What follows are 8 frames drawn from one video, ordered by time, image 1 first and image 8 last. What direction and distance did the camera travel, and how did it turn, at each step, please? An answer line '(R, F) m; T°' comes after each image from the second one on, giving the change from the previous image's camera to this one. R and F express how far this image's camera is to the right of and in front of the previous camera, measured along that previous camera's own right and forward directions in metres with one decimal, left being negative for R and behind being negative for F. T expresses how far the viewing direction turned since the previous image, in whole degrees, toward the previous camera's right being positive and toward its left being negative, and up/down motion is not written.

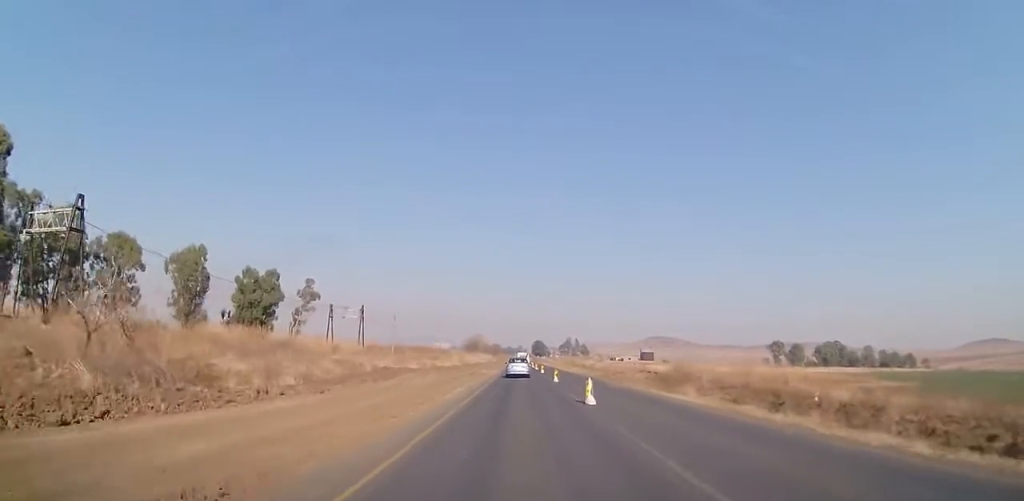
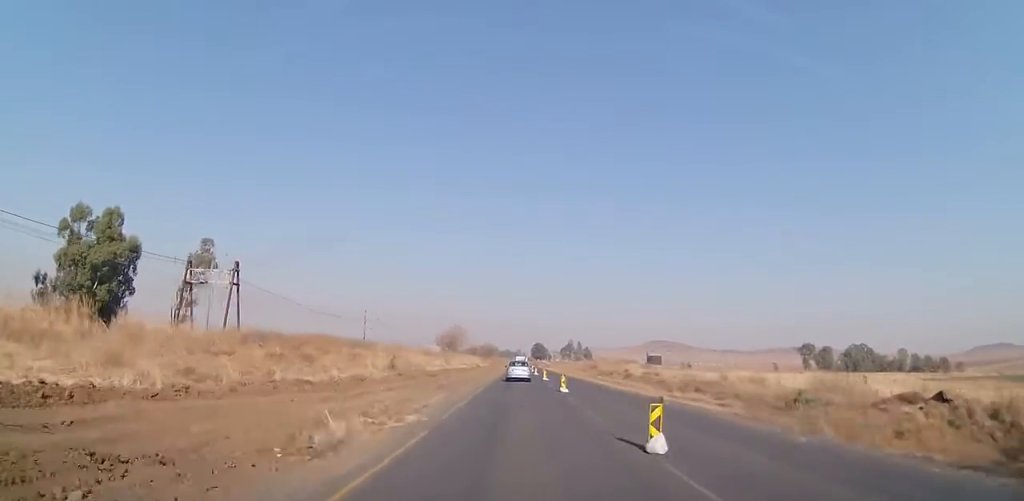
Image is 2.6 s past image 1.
(0.0, +43.8) m; 0°
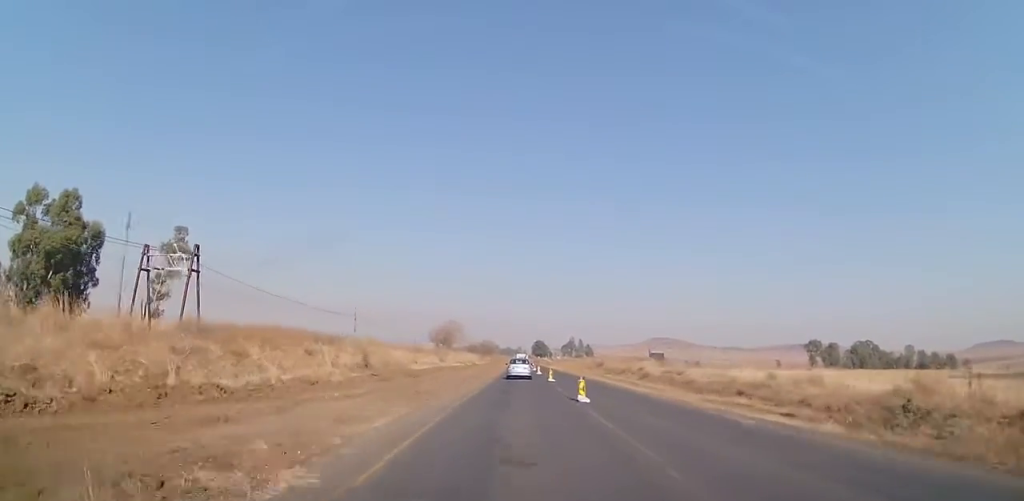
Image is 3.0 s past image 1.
(0.0, +7.4) m; 0°
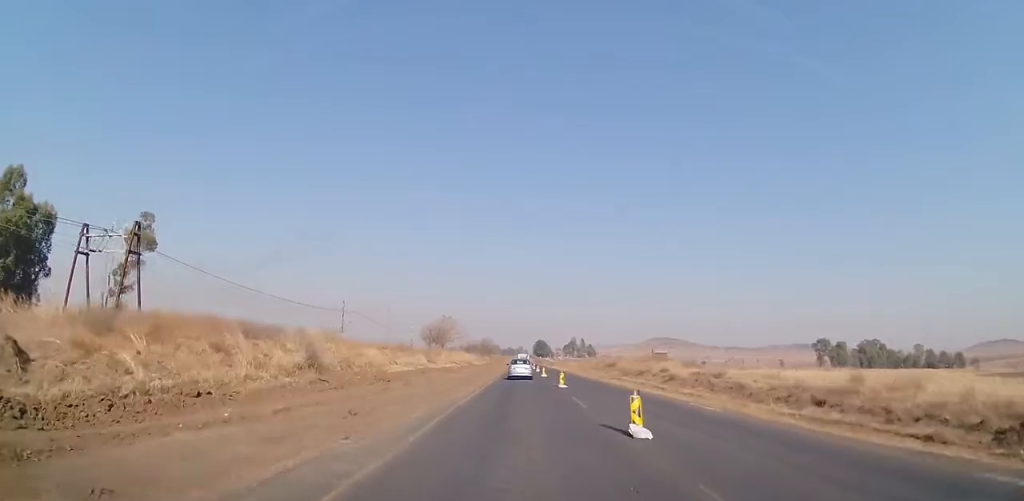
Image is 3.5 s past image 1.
(0.0, +8.5) m; 0°
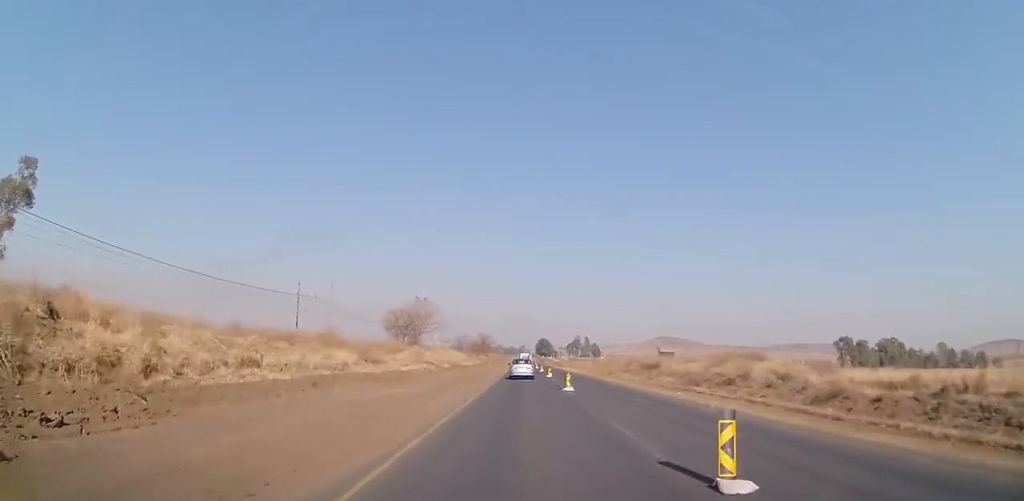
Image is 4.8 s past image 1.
(0.0, +22.7) m; 0°
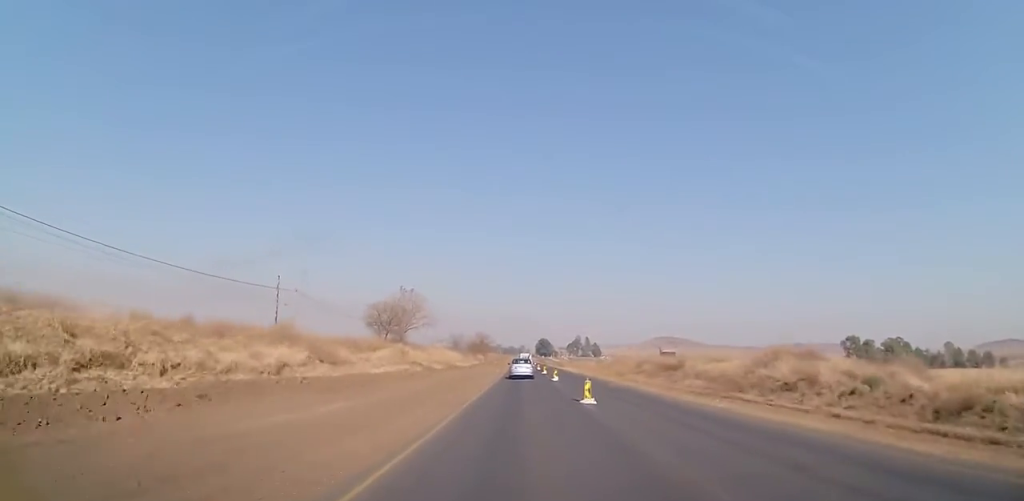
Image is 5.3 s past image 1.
(0.0, +7.4) m; 0°
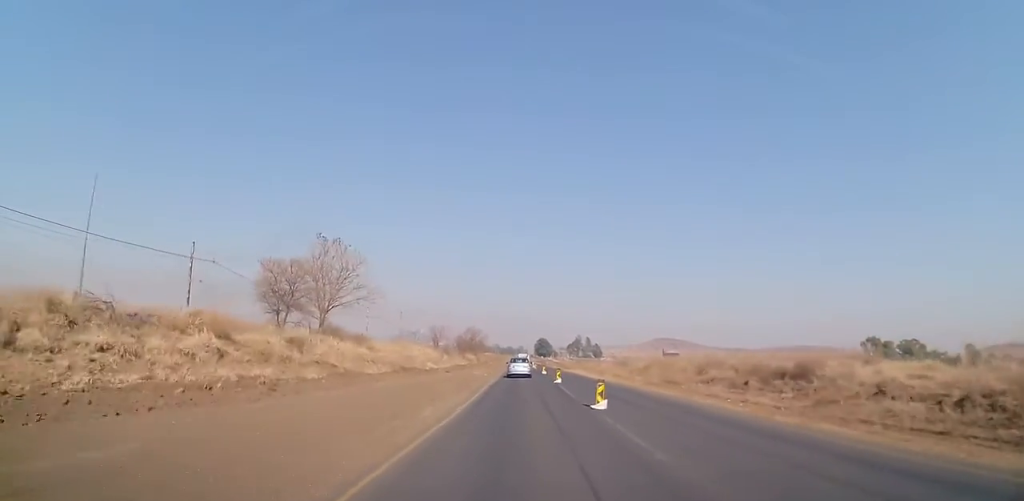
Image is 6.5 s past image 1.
(0.0, +21.4) m; 0°
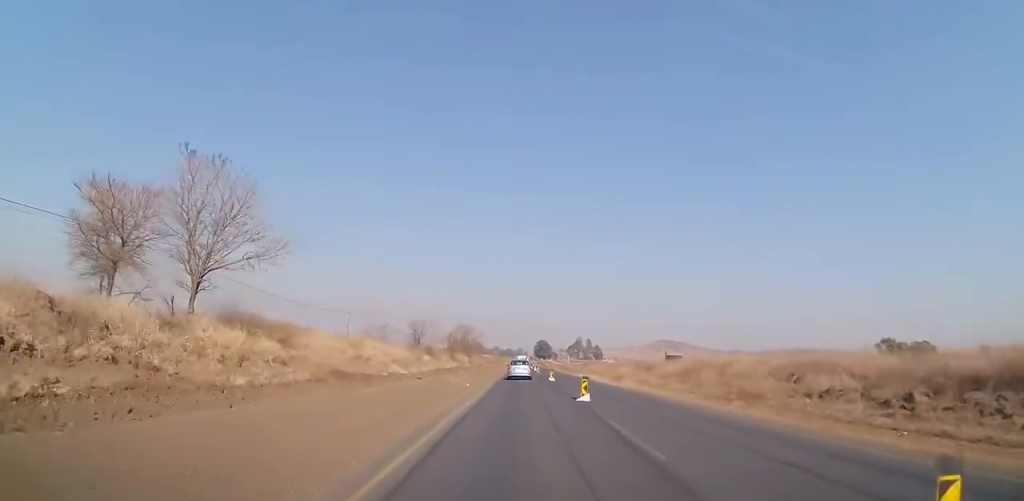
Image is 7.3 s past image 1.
(0.0, +13.5) m; 0°
